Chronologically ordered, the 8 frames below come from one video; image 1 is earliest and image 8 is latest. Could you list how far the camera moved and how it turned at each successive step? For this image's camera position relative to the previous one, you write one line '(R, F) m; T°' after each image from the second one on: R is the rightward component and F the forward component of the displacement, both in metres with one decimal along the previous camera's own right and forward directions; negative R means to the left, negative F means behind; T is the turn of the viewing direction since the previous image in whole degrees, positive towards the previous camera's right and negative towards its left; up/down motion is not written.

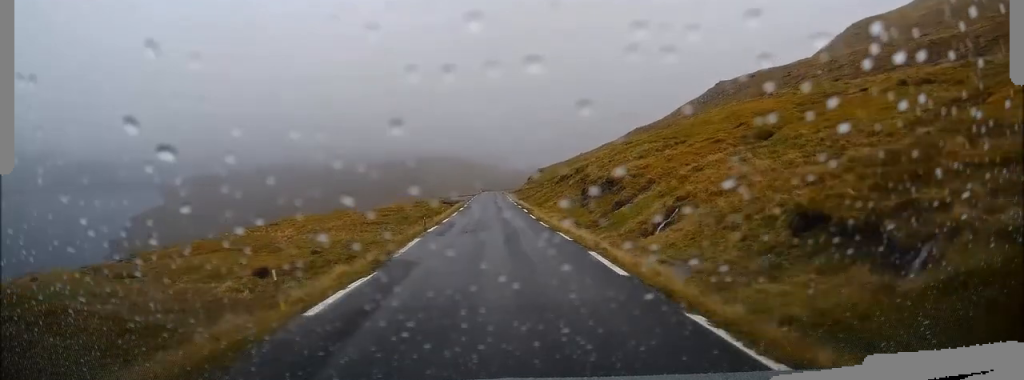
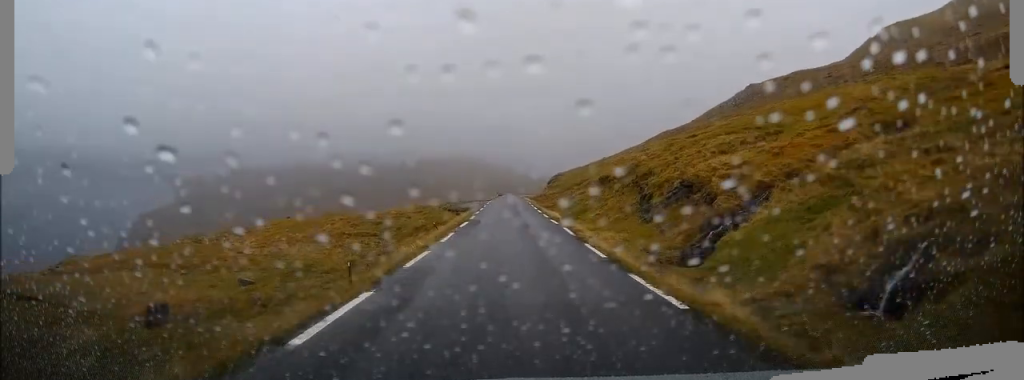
(+0.1, +13.6) m; -1°
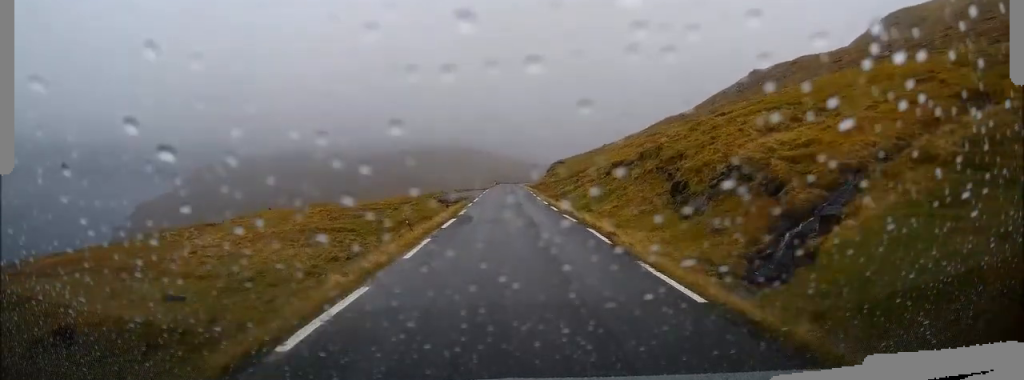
(-0.2, +6.4) m; 0°
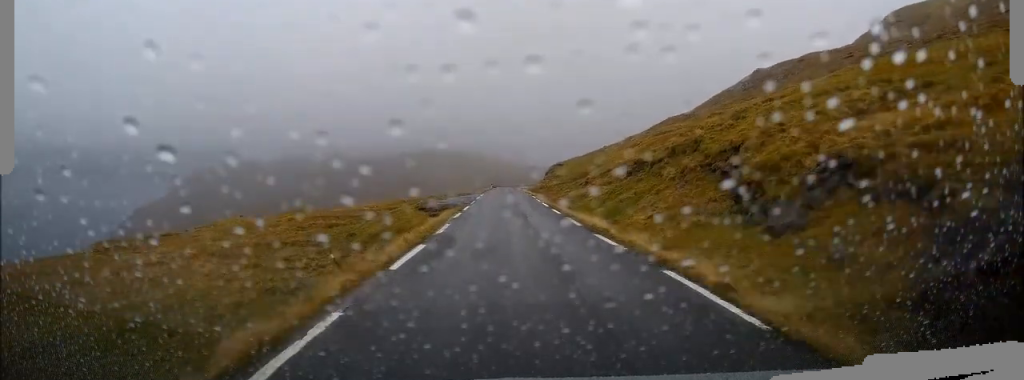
(-0.3, +7.5) m; 0°
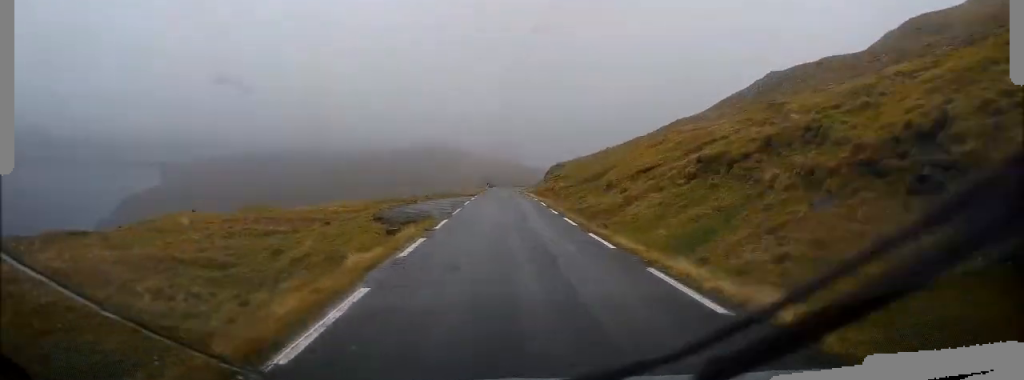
(+0.5, +11.2) m; 0°
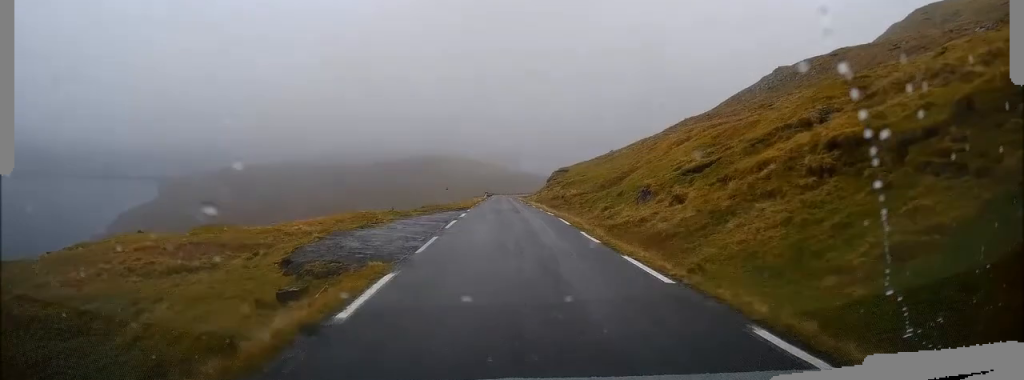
(-0.6, +9.6) m; -2°
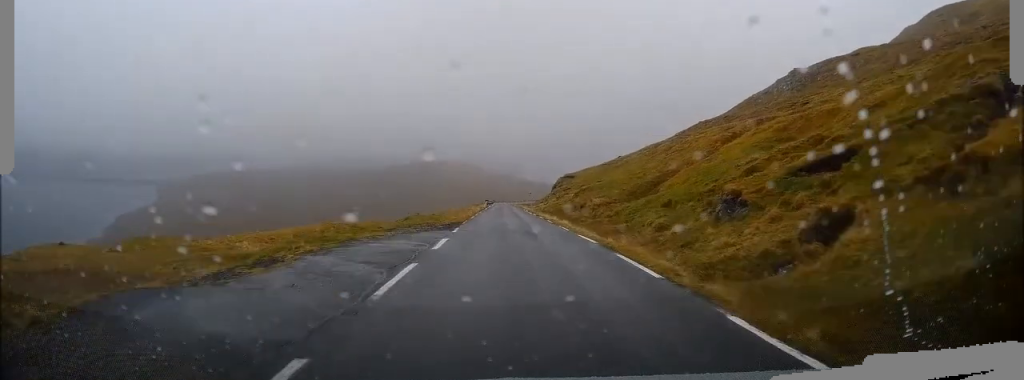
(+0.3, +10.0) m; +2°
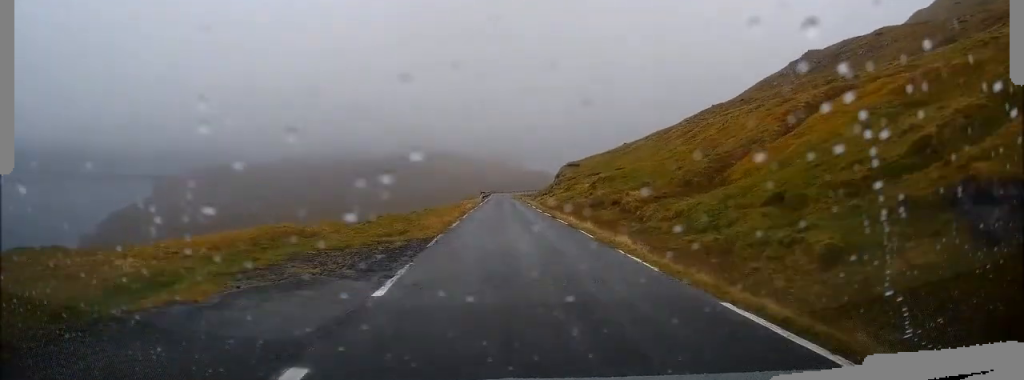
(0.0, +10.2) m; +1°
